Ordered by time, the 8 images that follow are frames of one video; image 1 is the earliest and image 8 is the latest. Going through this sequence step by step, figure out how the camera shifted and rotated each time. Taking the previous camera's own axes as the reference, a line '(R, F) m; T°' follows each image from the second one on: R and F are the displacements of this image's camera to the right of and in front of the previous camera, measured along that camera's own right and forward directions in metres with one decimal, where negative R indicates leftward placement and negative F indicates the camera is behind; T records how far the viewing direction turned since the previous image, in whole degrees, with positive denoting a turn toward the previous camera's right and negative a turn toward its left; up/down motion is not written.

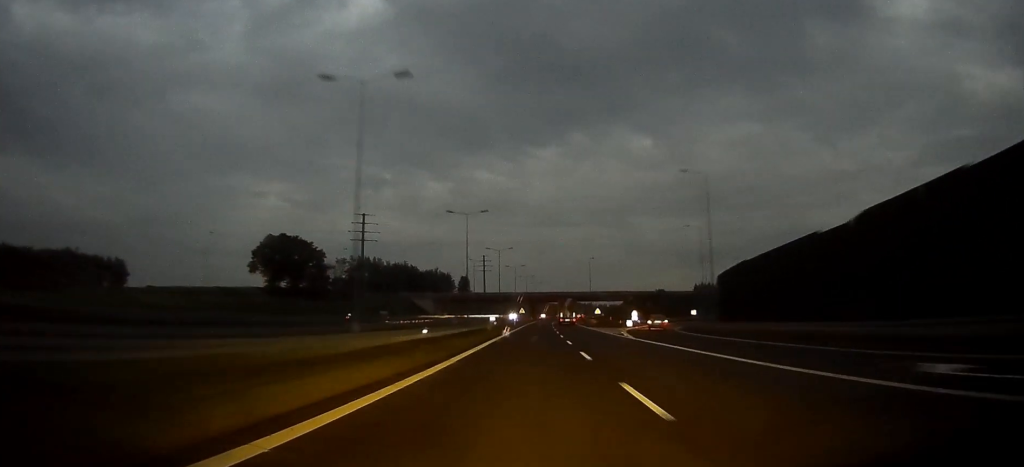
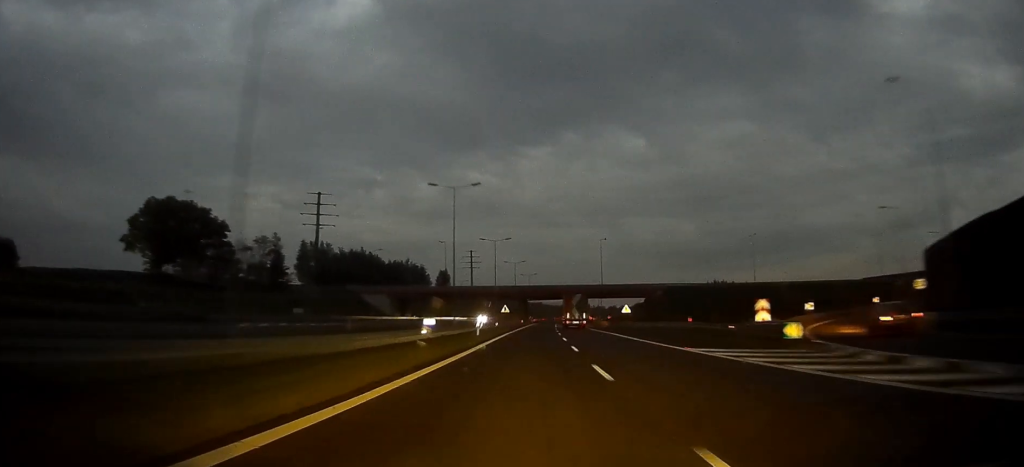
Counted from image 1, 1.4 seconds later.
(+0.3, +55.0) m; 0°
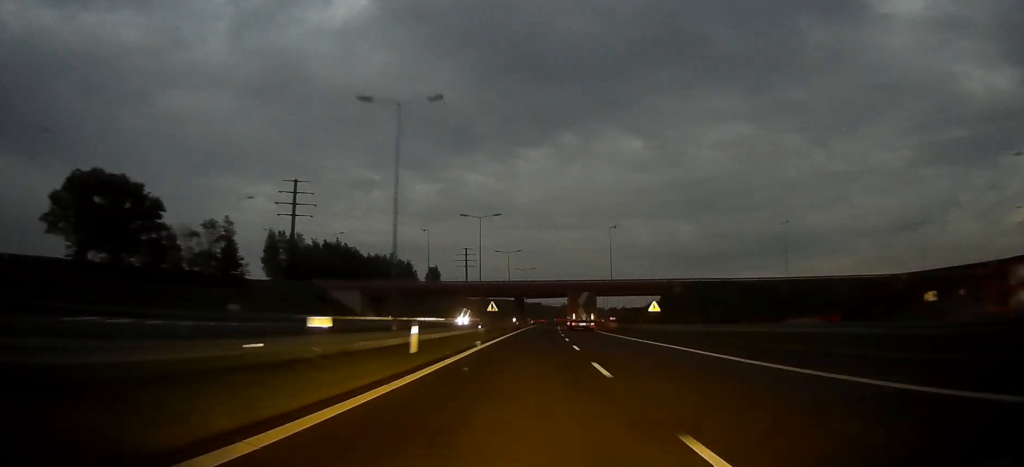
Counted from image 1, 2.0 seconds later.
(0.0, +23.4) m; 0°
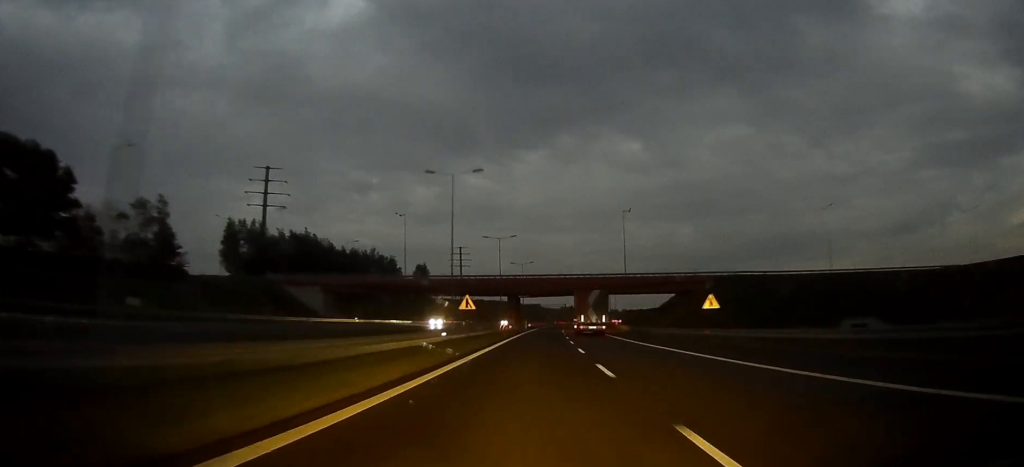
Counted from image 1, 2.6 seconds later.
(0.0, +23.4) m; 0°
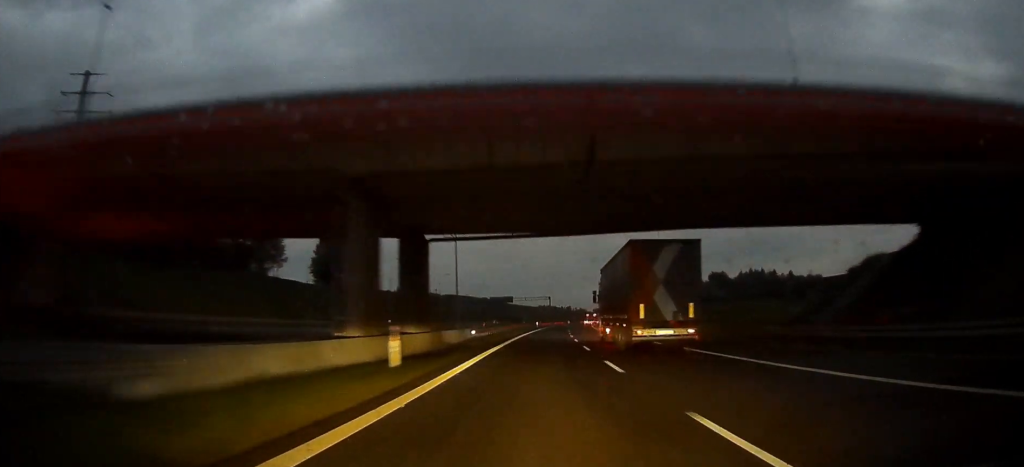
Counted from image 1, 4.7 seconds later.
(+1.4, +81.7) m; +2°
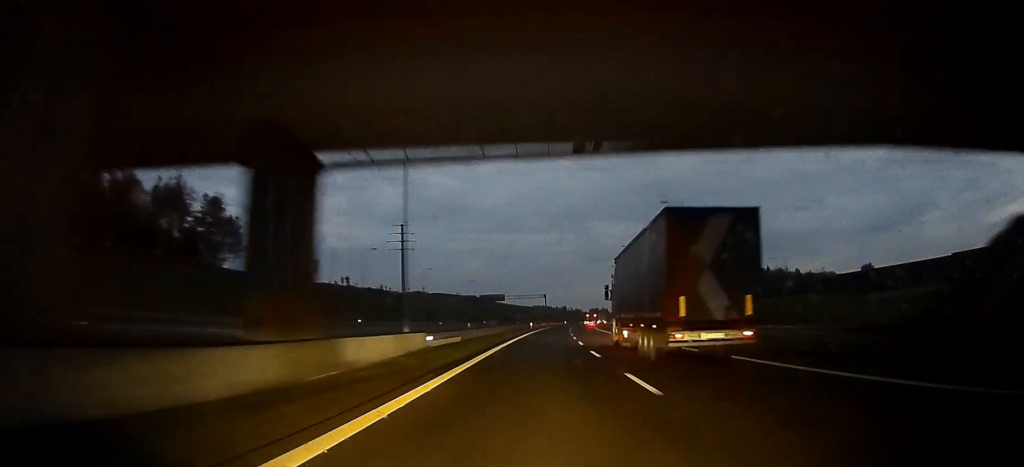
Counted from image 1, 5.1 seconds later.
(0.0, +16.9) m; 0°
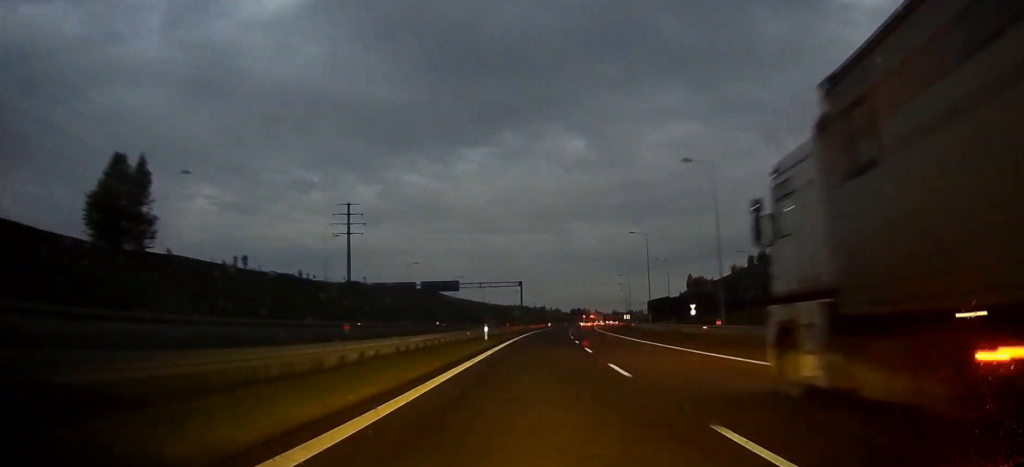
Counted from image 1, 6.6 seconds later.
(+0.5, +56.2) m; +1°
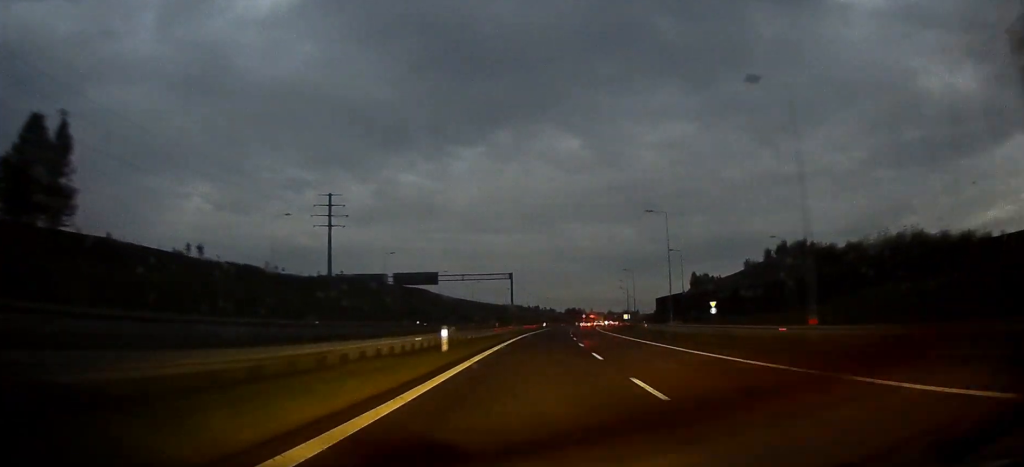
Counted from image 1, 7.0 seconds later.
(+0.1, +17.0) m; +1°
